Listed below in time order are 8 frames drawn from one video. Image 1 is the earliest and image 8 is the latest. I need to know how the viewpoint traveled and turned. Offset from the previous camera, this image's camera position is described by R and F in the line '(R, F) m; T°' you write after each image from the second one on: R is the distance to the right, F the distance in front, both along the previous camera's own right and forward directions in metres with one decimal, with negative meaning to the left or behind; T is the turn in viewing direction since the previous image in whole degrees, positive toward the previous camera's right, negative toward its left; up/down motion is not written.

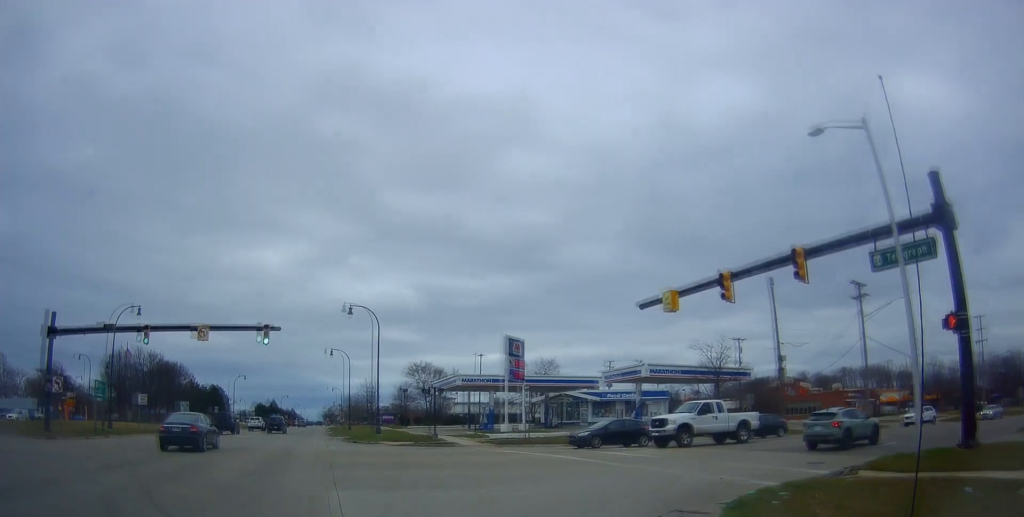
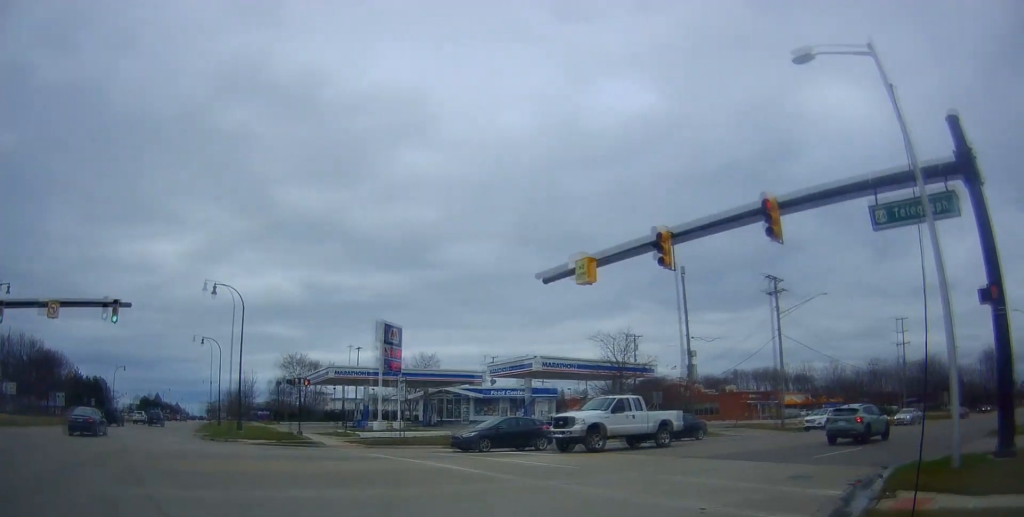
(+0.7, +5.8) m; +10°
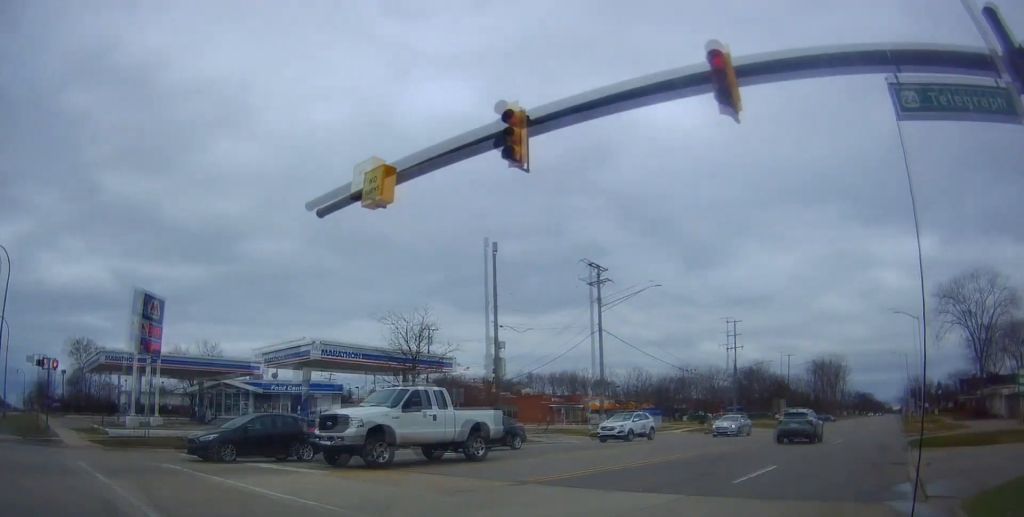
(+0.9, +7.5) m; +15°
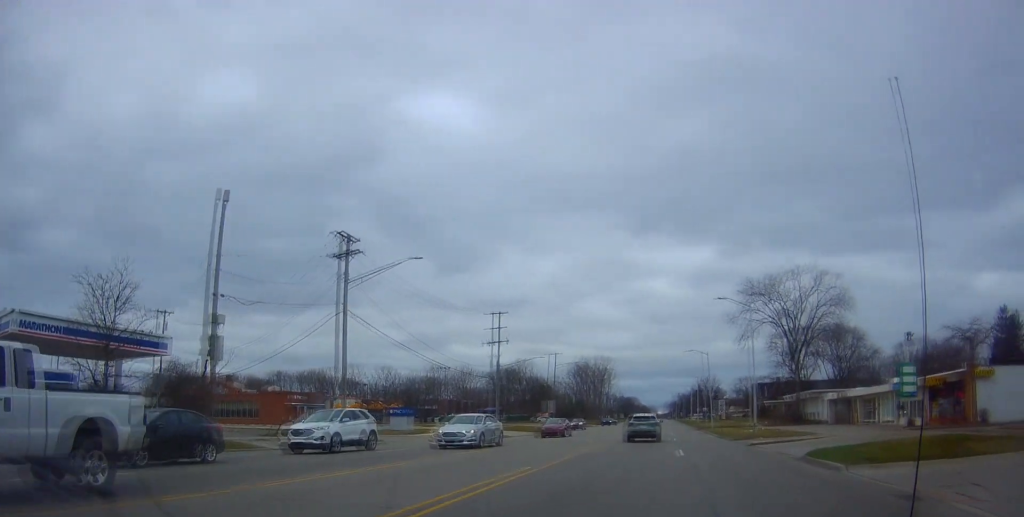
(+1.6, +9.0) m; +22°
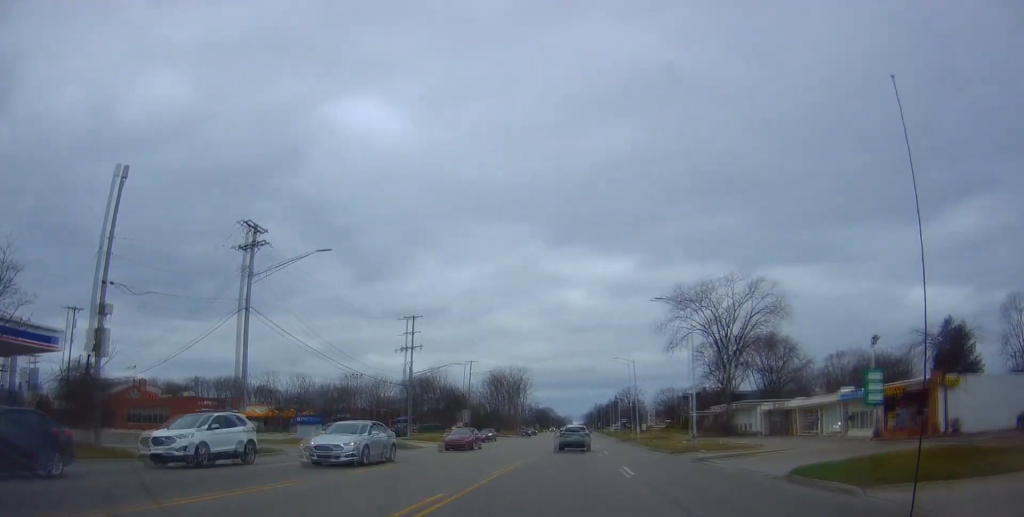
(-0.1, +3.7) m; +9°
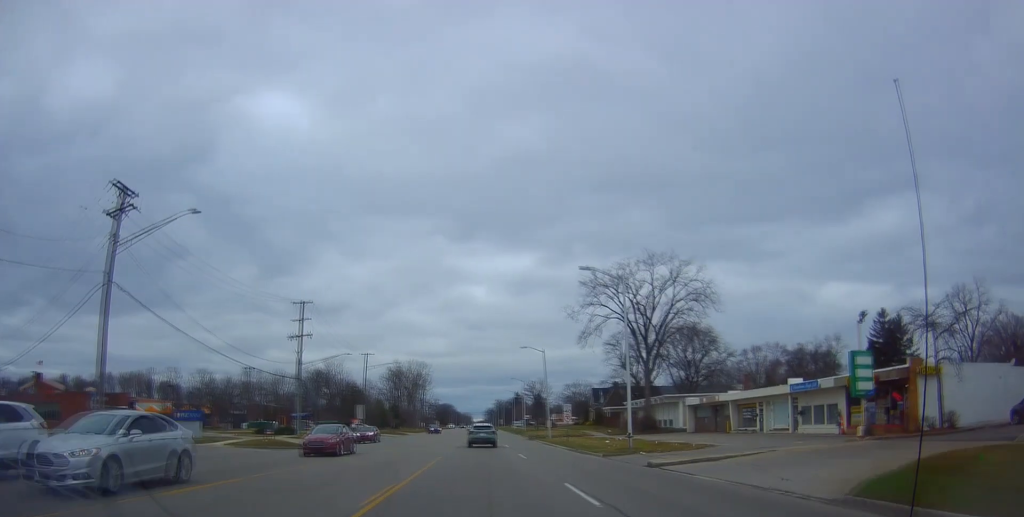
(+1.2, +6.1) m; +12°
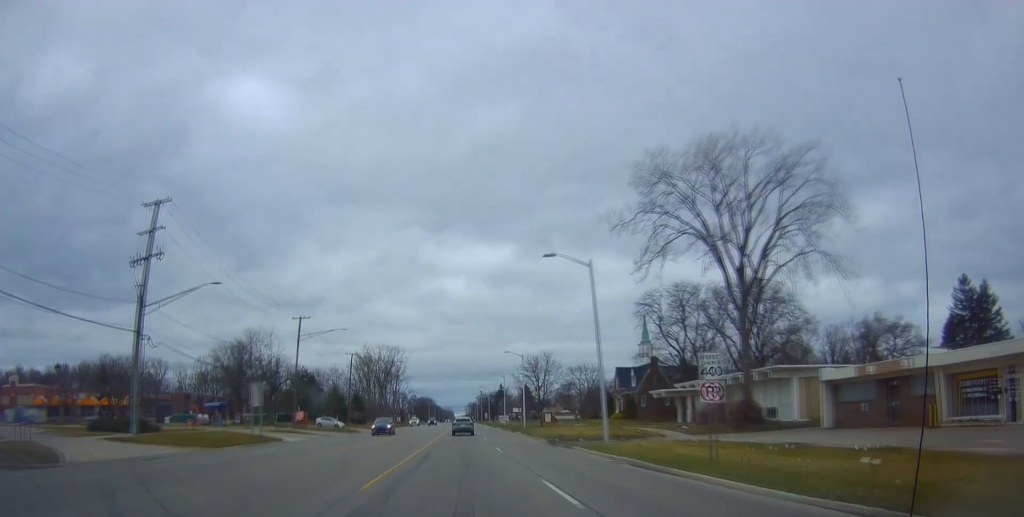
(+4.8, +29.5) m; +10°
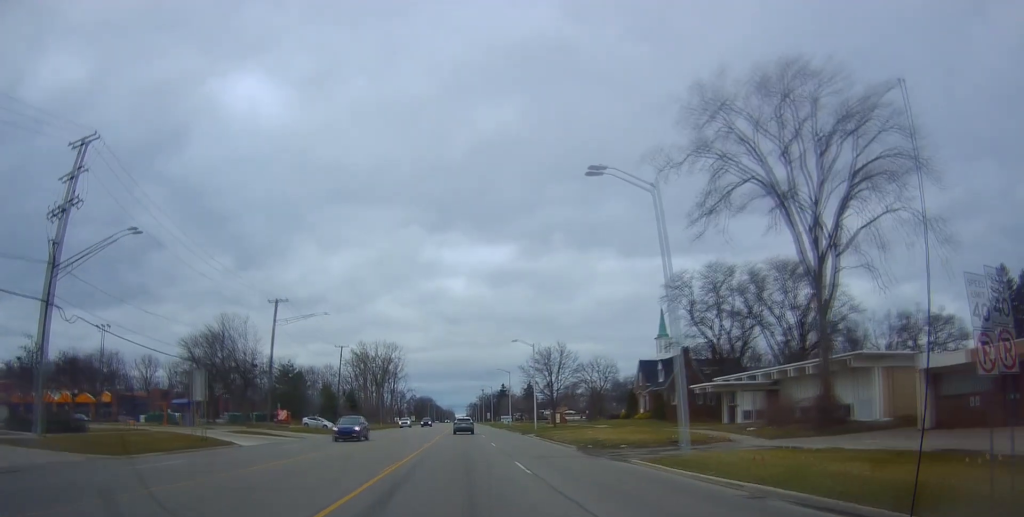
(0.0, +9.8) m; 0°
